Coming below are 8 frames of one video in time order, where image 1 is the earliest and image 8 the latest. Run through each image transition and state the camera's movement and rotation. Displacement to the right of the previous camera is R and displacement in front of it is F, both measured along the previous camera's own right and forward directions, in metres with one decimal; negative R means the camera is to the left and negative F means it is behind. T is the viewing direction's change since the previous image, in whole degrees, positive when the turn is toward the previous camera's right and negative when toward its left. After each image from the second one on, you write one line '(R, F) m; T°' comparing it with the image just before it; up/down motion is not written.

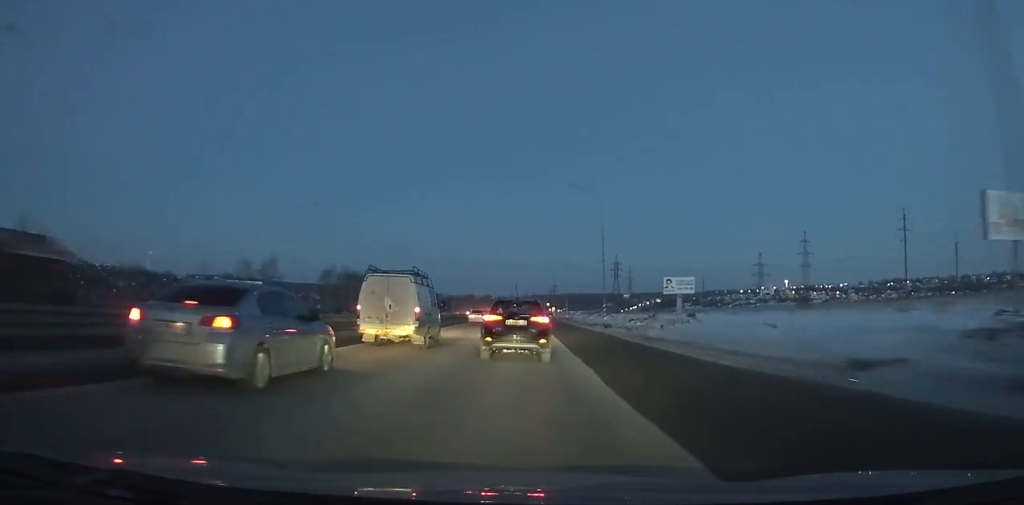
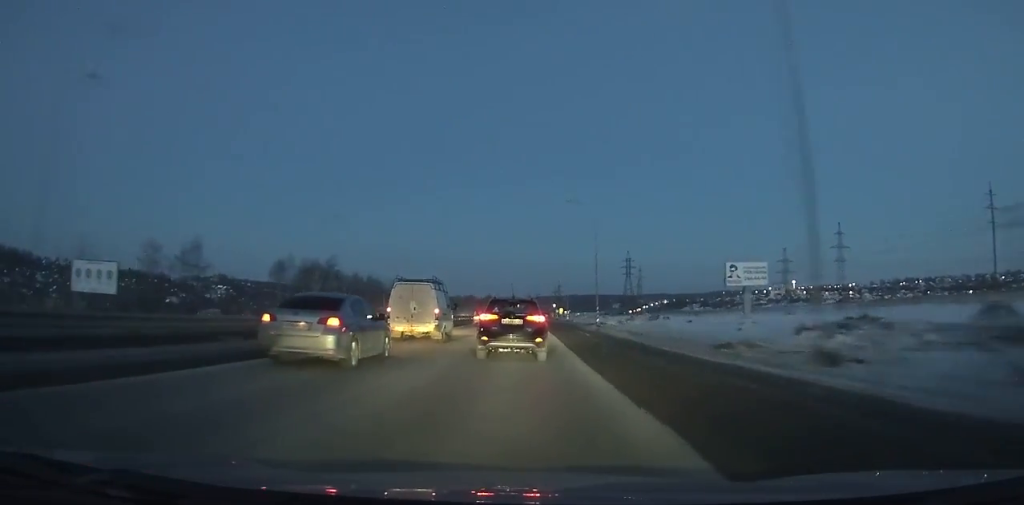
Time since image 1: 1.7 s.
(-0.1, +33.9) m; 0°
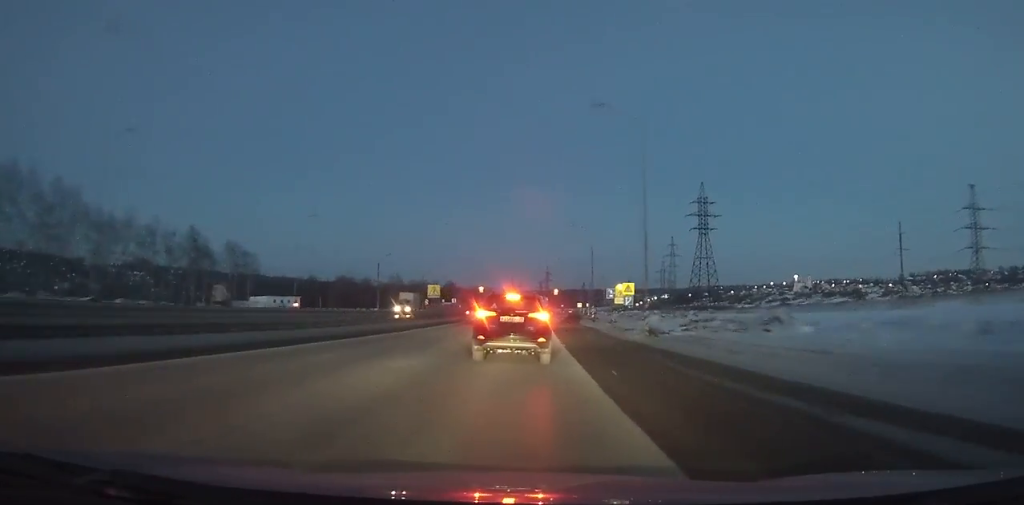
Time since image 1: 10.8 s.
(+1.4, +179.5) m; +2°
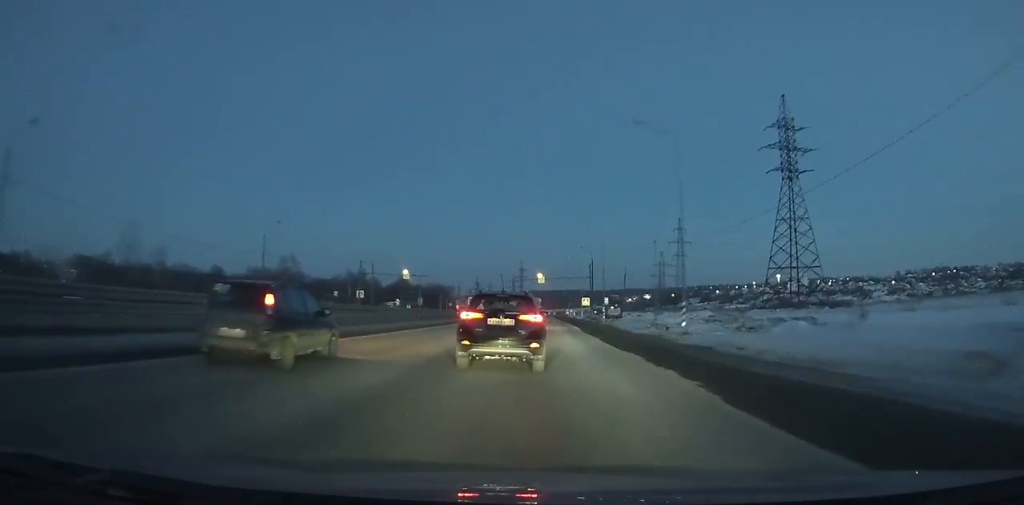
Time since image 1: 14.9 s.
(+1.7, +77.0) m; +2°
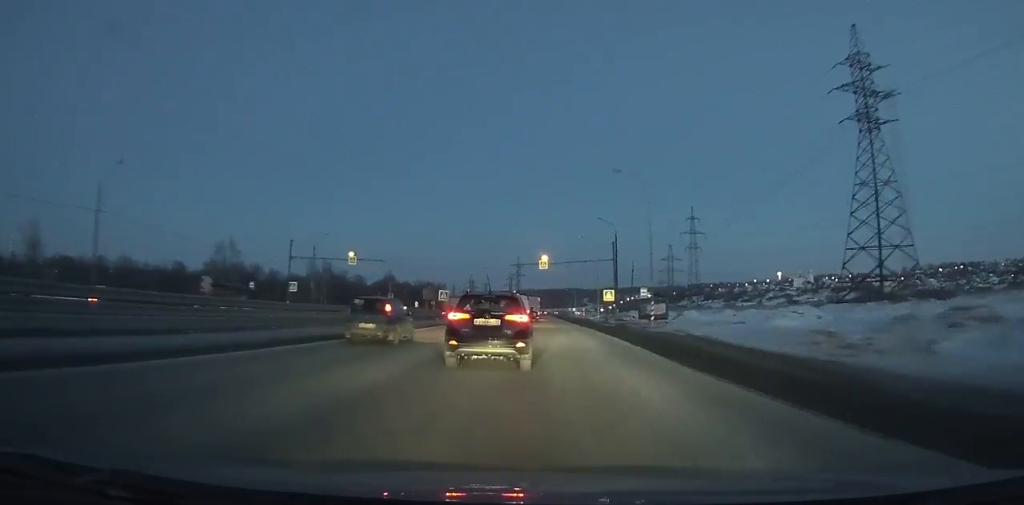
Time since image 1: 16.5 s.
(+0.2, +29.5) m; +1°
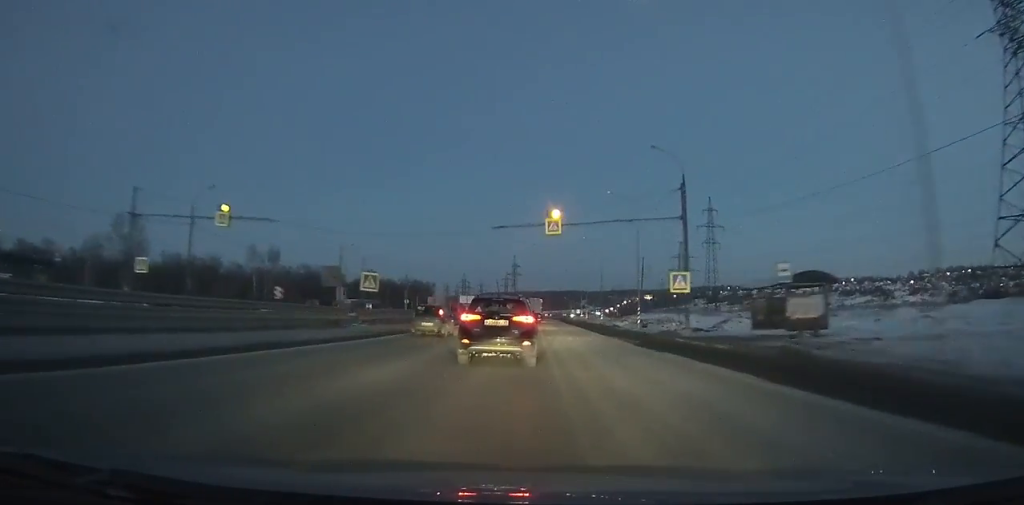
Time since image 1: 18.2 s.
(0.0, +31.0) m; 0°
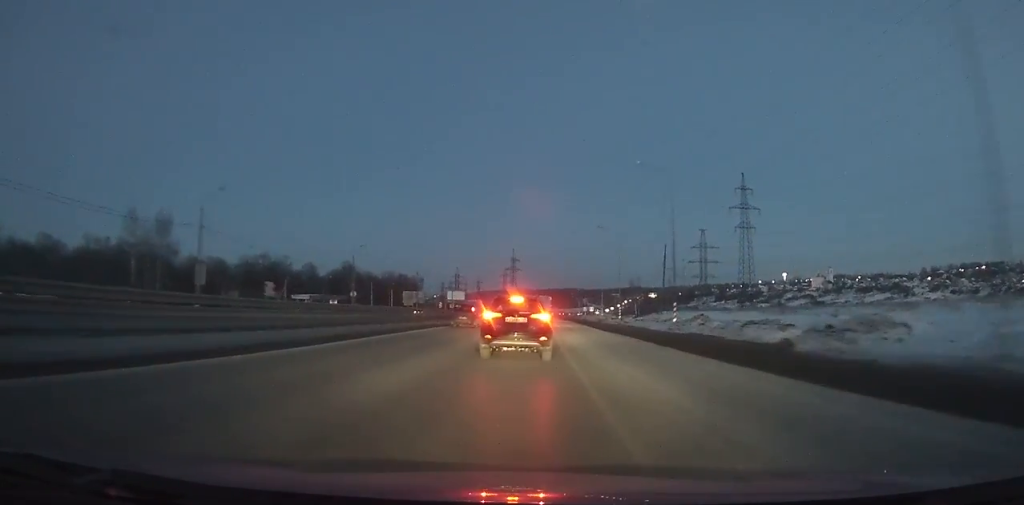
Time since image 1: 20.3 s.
(+0.1, +38.0) m; +1°
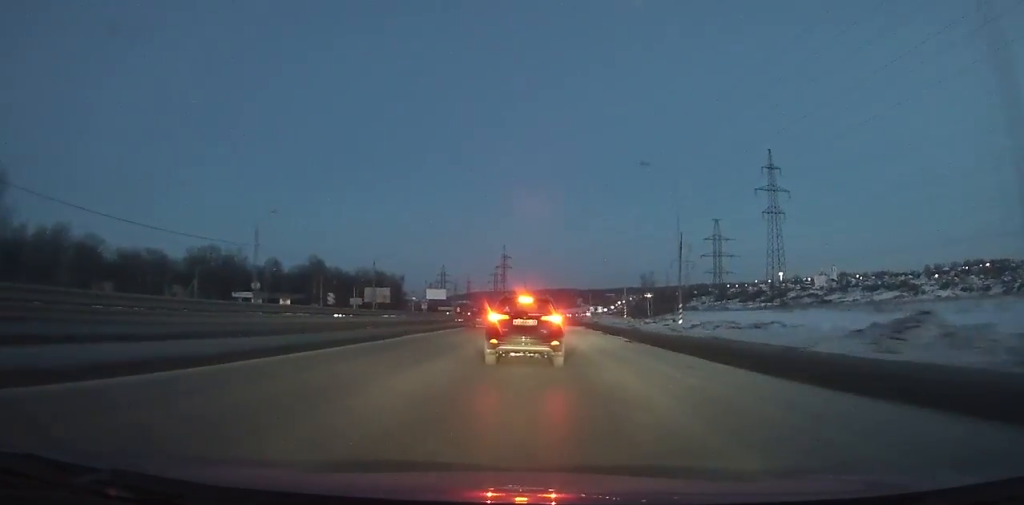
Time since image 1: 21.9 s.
(-0.1, +28.9) m; +1°
